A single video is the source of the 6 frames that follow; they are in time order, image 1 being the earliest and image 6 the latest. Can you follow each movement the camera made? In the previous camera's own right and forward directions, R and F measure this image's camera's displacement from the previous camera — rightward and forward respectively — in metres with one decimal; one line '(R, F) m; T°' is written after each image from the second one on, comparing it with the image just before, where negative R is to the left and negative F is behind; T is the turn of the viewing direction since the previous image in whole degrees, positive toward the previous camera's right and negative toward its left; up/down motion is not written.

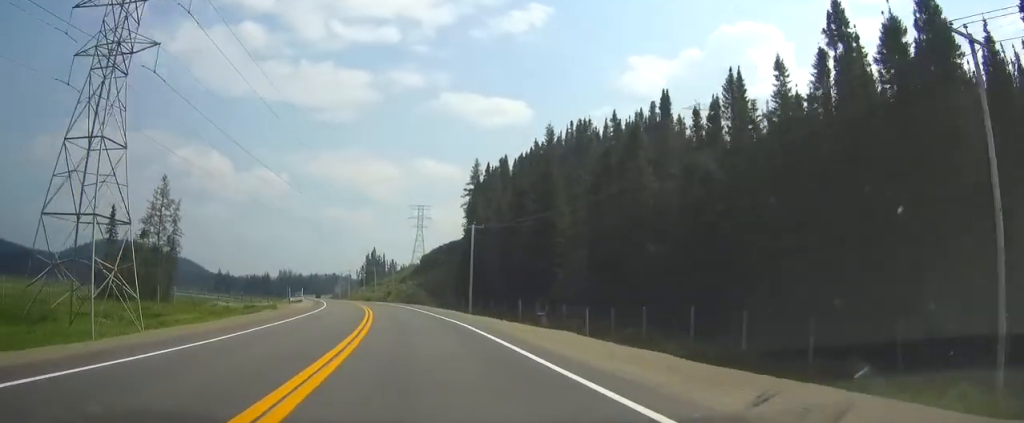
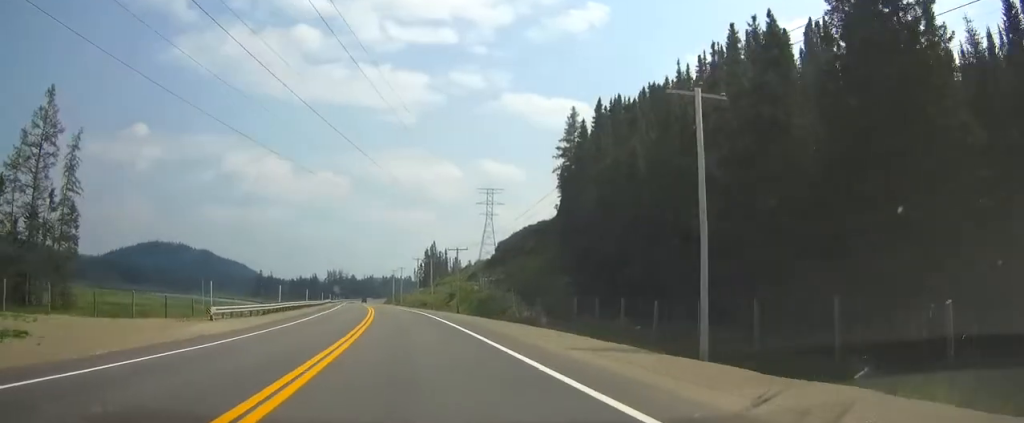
(0.0, +49.8) m; 0°
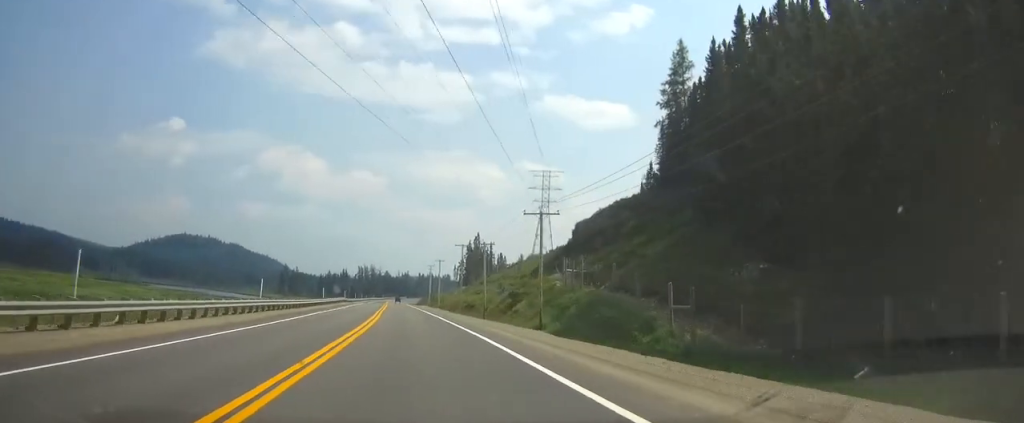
(0.0, +35.7) m; 0°
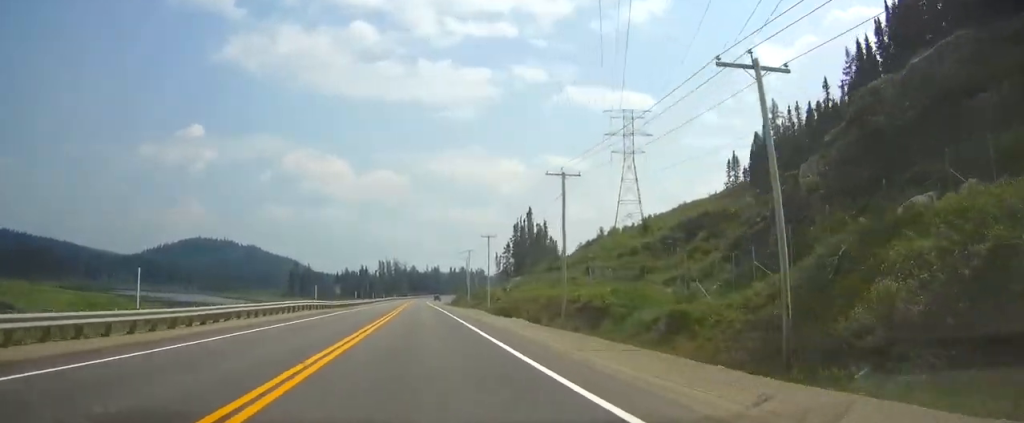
(0.0, +57.5) m; 0°
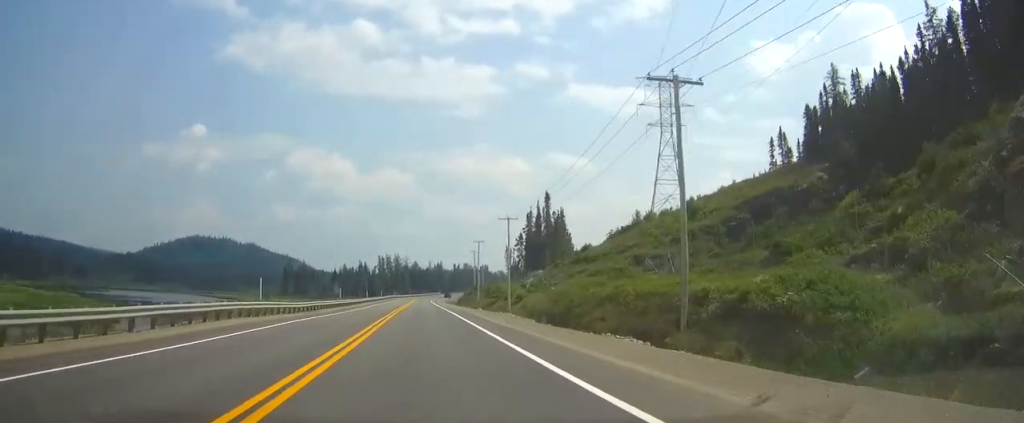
(0.0, +20.9) m; 0°
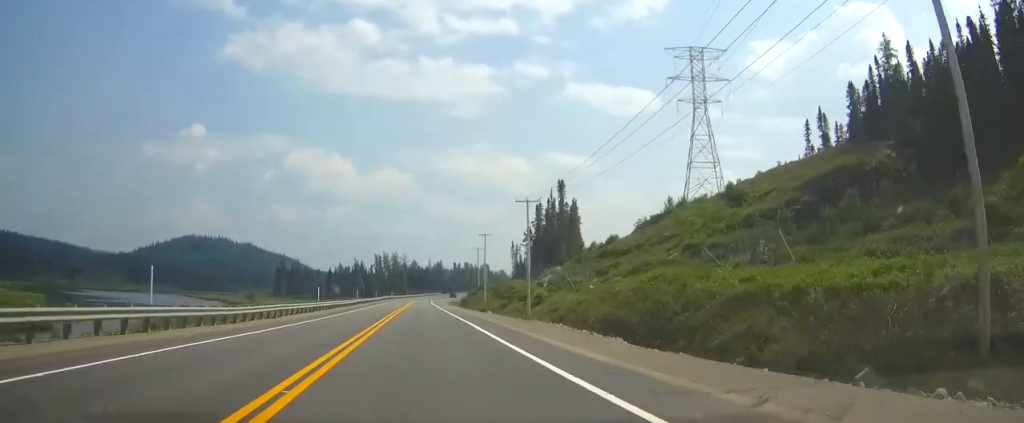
(0.0, +15.6) m; 0°
